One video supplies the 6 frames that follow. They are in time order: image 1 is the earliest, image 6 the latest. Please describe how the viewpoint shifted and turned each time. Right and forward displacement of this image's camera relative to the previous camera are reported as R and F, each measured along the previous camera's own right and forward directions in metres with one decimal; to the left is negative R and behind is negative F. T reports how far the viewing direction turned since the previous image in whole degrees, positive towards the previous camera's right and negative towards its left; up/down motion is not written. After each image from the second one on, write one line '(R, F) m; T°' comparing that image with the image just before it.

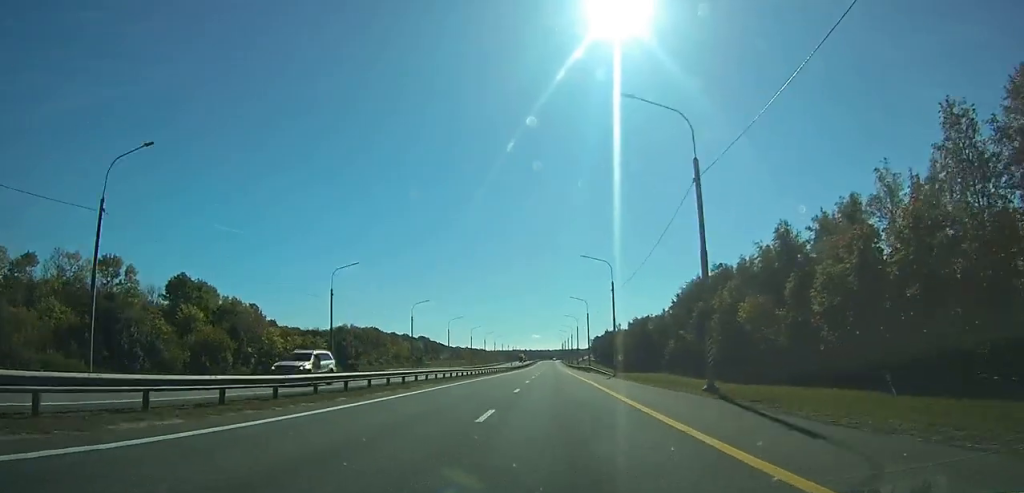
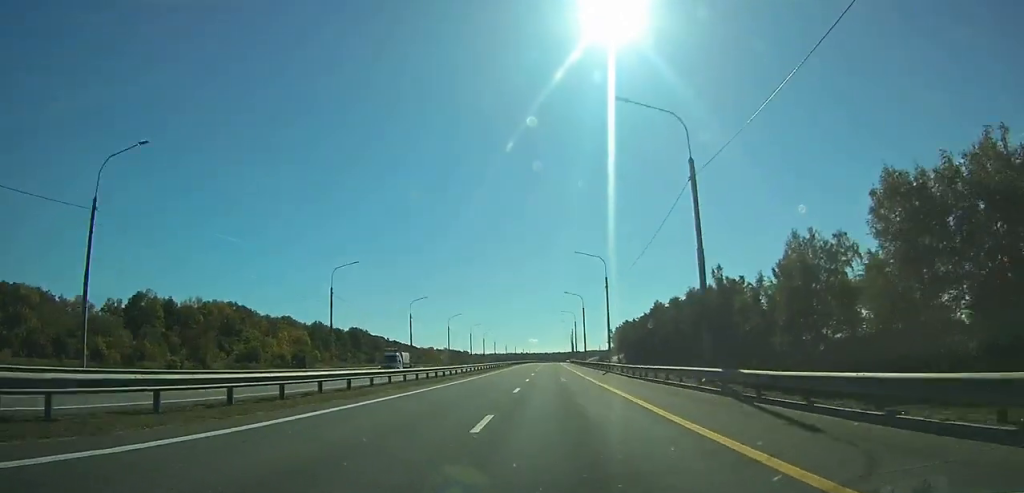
(-0.5, +169.2) m; 0°
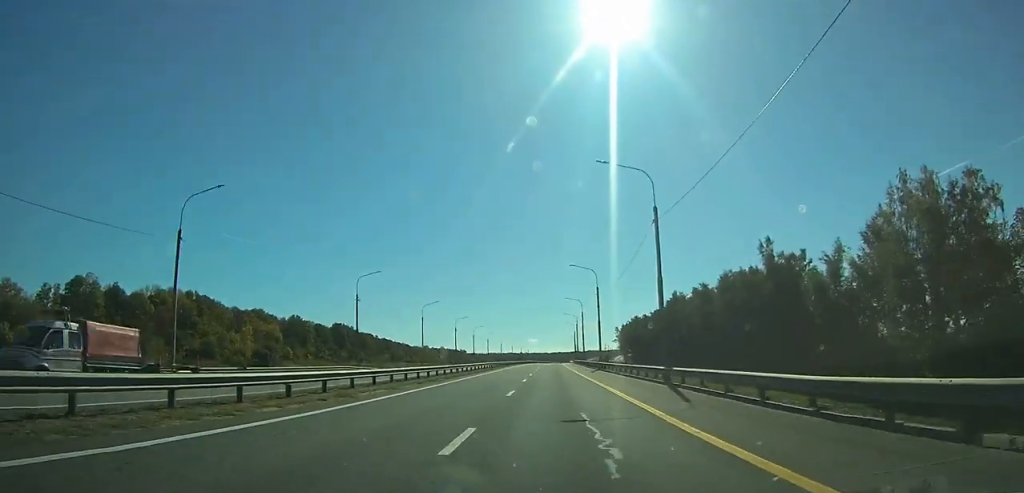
(+0.1, +26.3) m; 0°
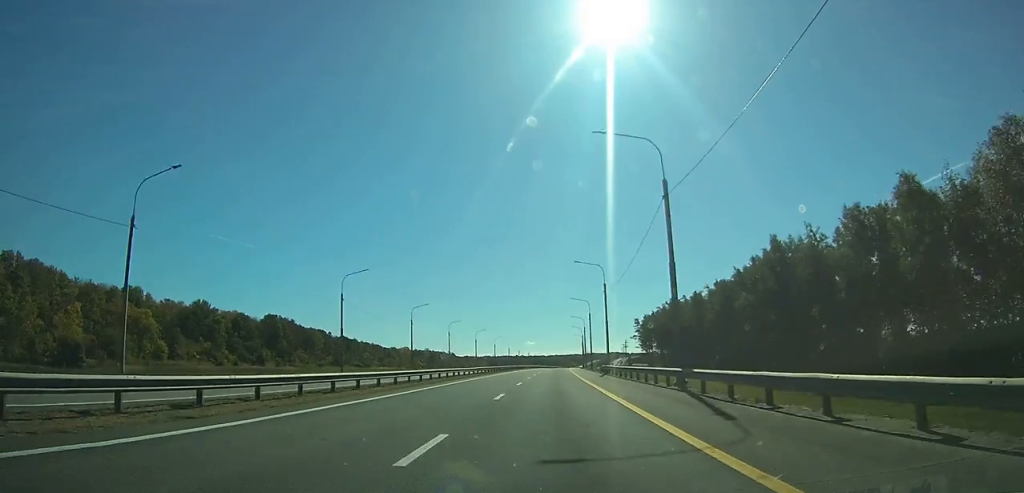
(+0.4, +72.9) m; +1°
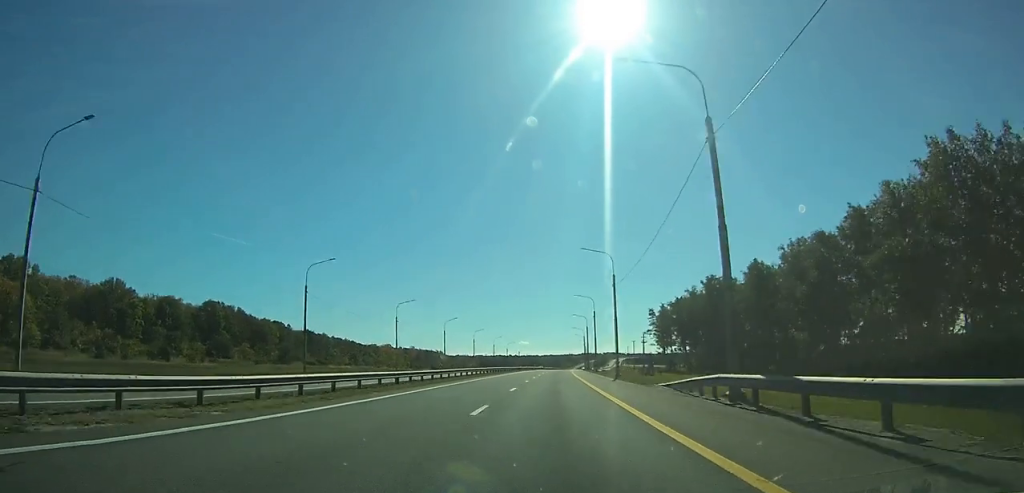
(+0.1, +41.0) m; 0°
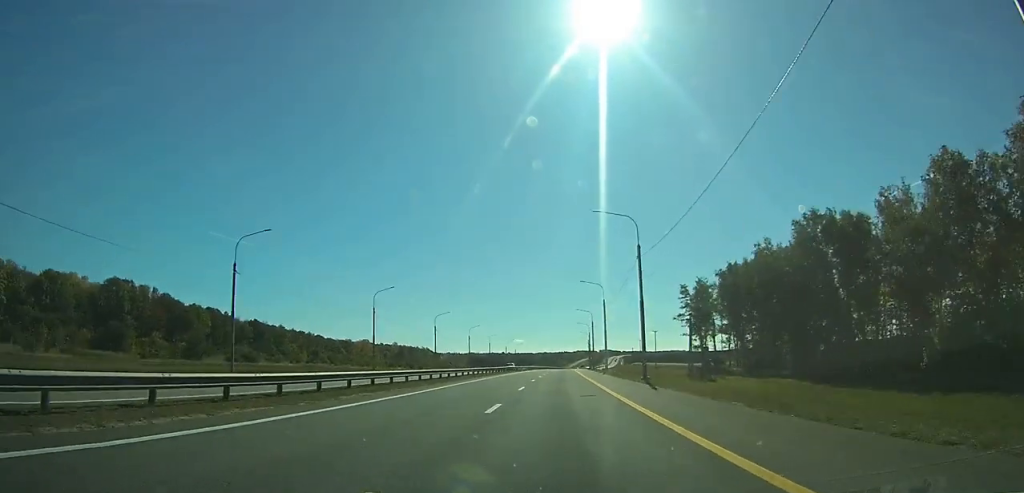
(+0.1, +46.6) m; 0°
